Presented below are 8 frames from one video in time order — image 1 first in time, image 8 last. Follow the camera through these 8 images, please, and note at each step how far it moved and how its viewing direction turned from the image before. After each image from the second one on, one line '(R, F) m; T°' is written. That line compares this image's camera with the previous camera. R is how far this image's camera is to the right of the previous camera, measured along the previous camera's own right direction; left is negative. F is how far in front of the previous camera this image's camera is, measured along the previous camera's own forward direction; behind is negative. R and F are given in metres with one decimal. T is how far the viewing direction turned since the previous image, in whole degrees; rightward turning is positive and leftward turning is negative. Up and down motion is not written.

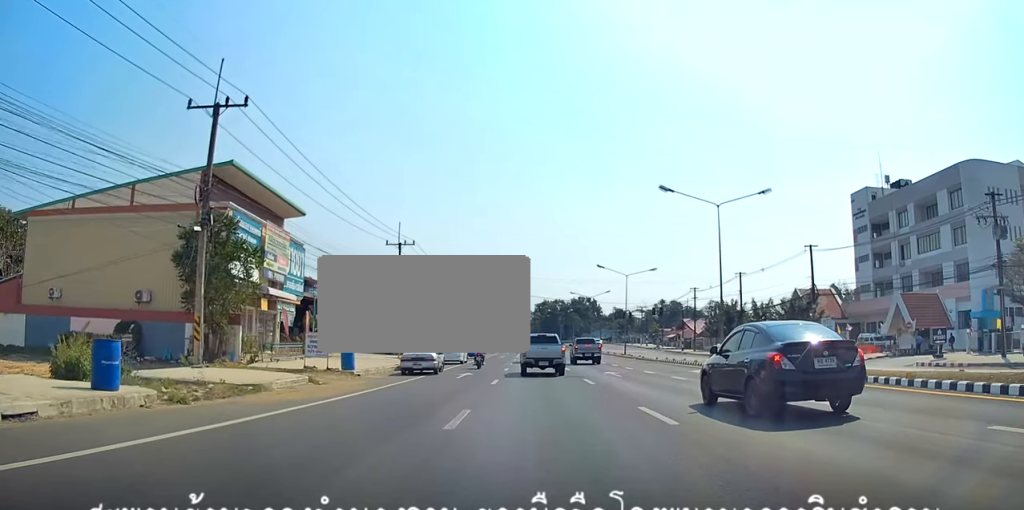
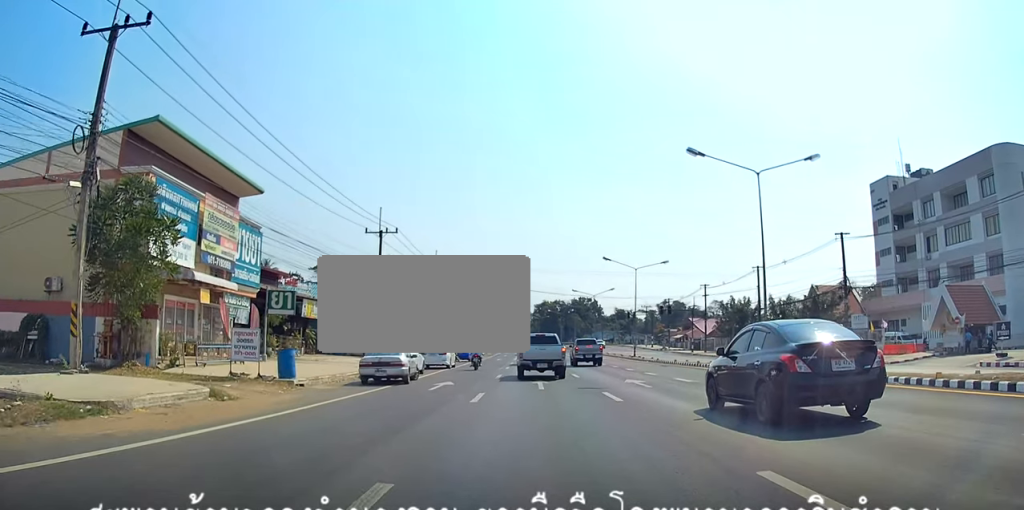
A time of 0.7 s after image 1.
(-0.1, +7.3) m; -1°
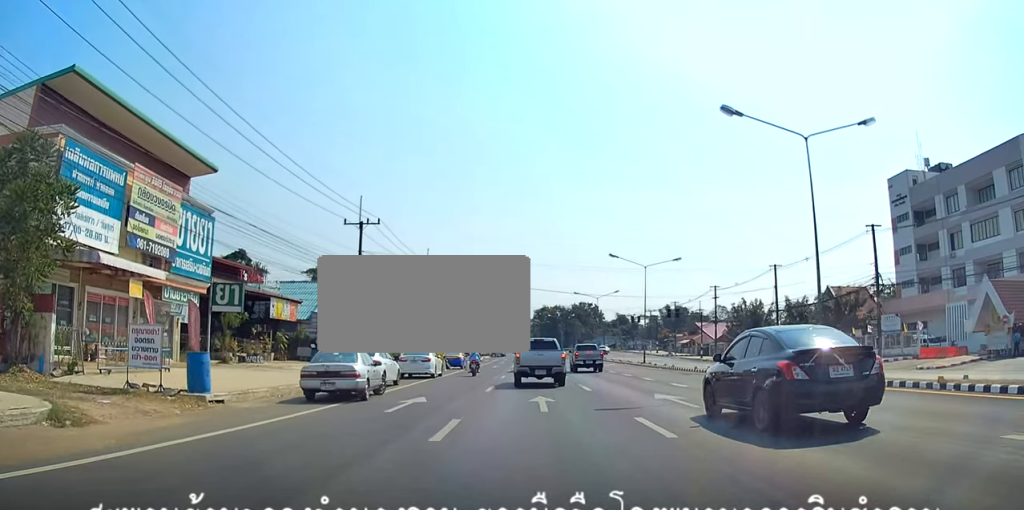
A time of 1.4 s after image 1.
(-0.1, +6.0) m; 0°
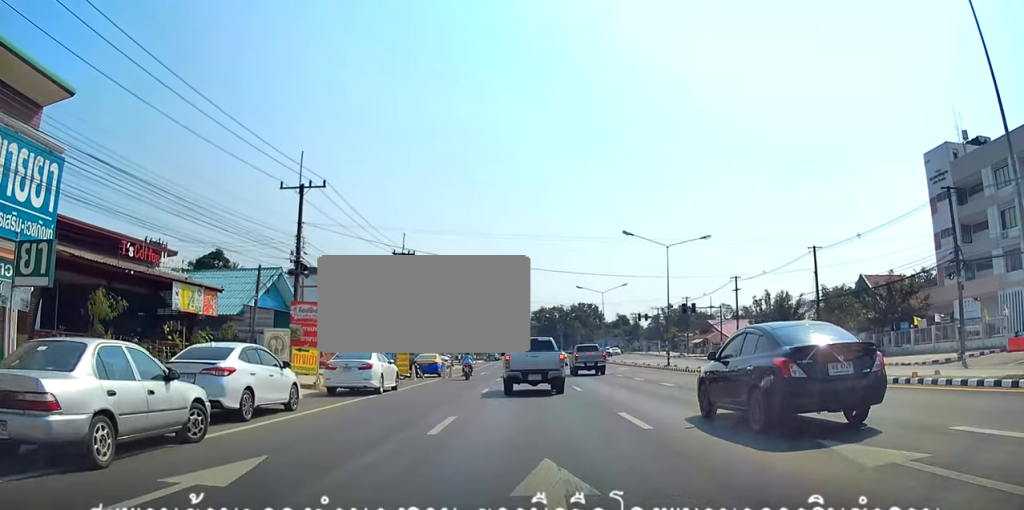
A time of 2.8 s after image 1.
(+0.1, +10.0) m; -2°
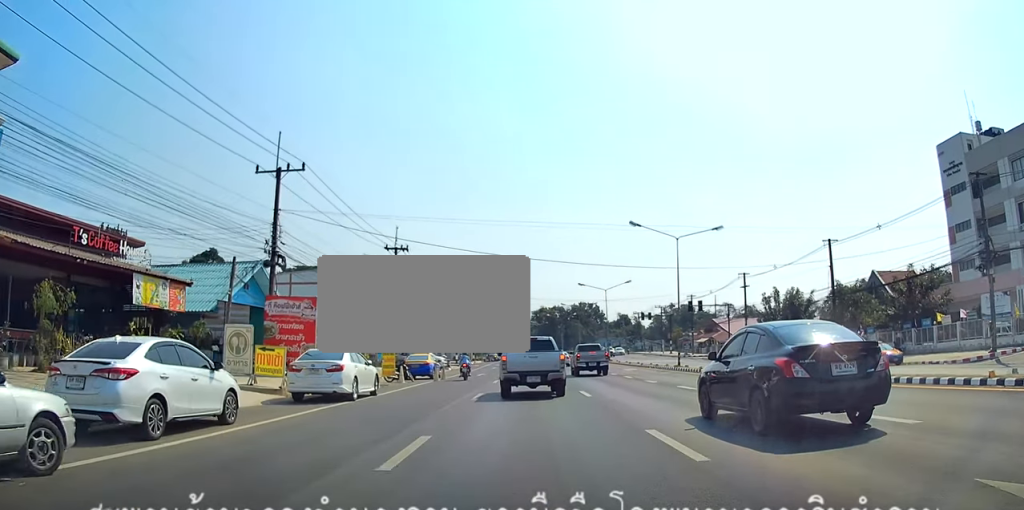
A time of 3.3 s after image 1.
(0.0, +3.2) m; -2°
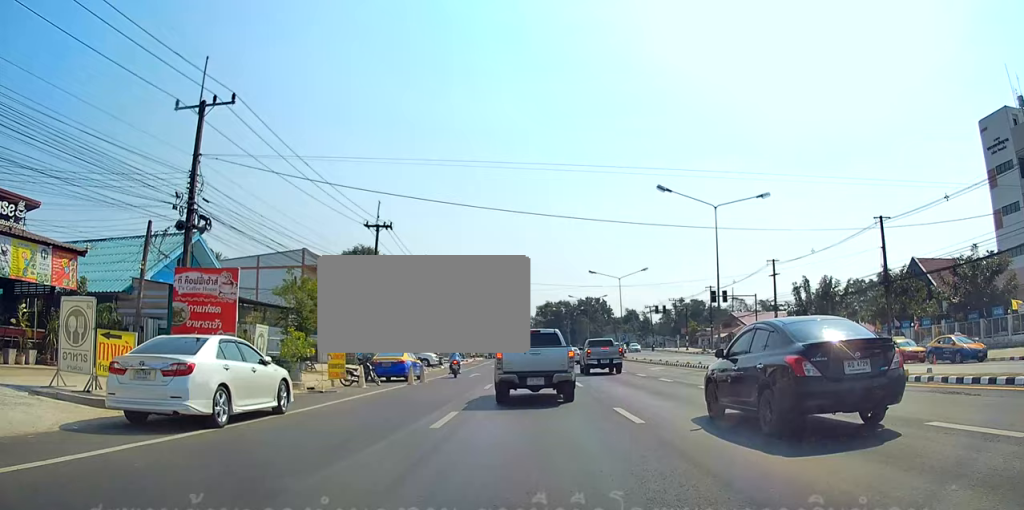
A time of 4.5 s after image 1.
(-0.1, +7.5) m; 0°
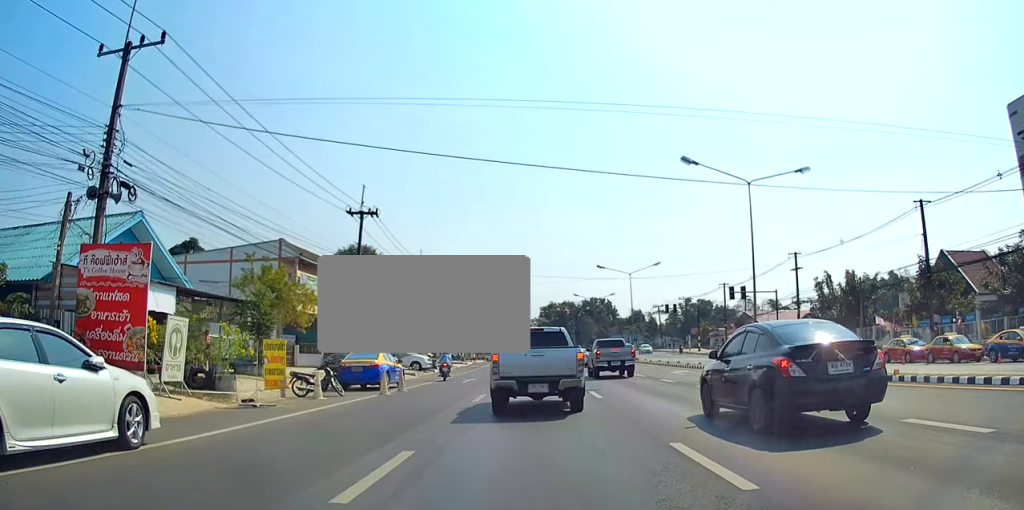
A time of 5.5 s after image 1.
(+0.1, +4.7) m; 0°
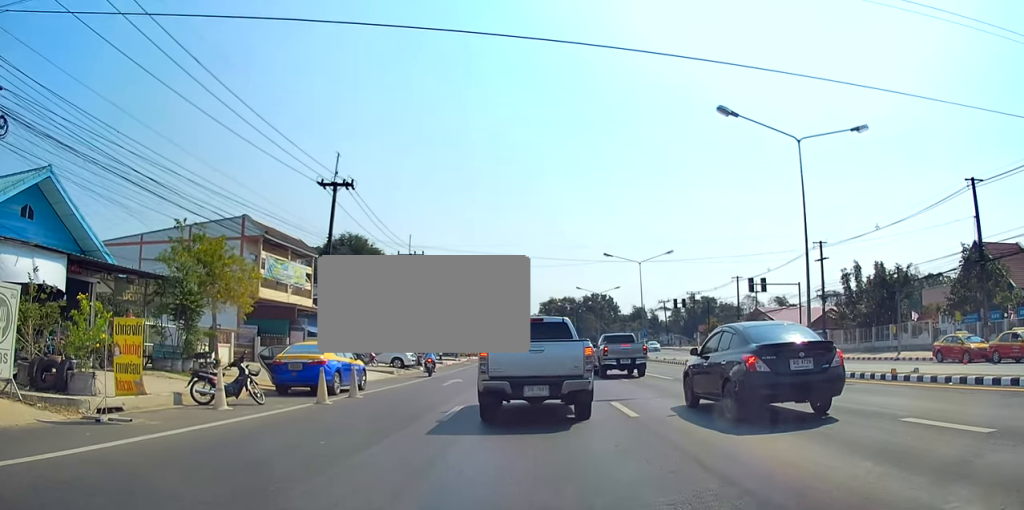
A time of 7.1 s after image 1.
(-0.2, +5.9) m; -3°
